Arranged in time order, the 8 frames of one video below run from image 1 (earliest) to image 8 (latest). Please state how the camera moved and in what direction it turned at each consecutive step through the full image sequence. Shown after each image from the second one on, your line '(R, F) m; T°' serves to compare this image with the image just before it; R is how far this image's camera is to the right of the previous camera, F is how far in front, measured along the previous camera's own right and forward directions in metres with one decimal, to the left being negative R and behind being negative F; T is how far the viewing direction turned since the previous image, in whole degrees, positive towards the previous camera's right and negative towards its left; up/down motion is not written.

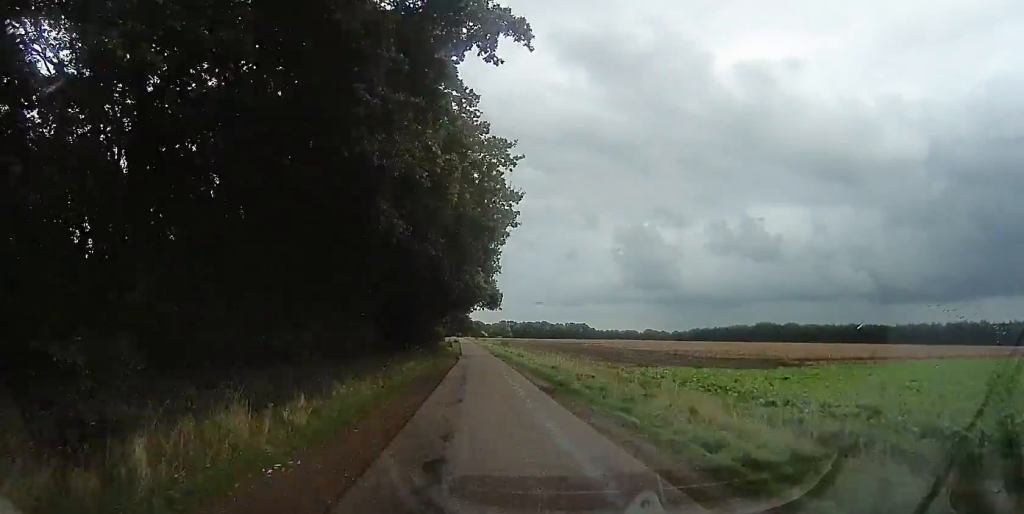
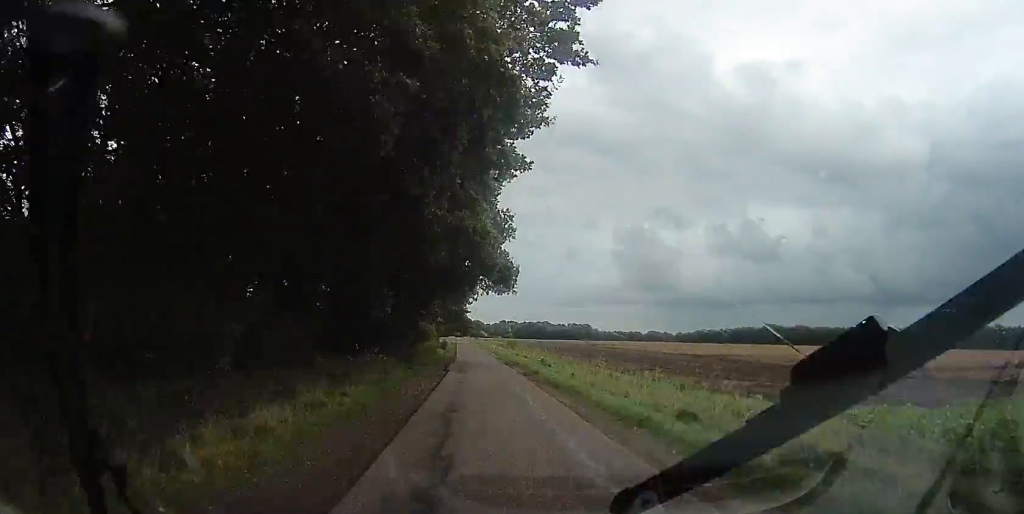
(+0.1, +18.4) m; +1°
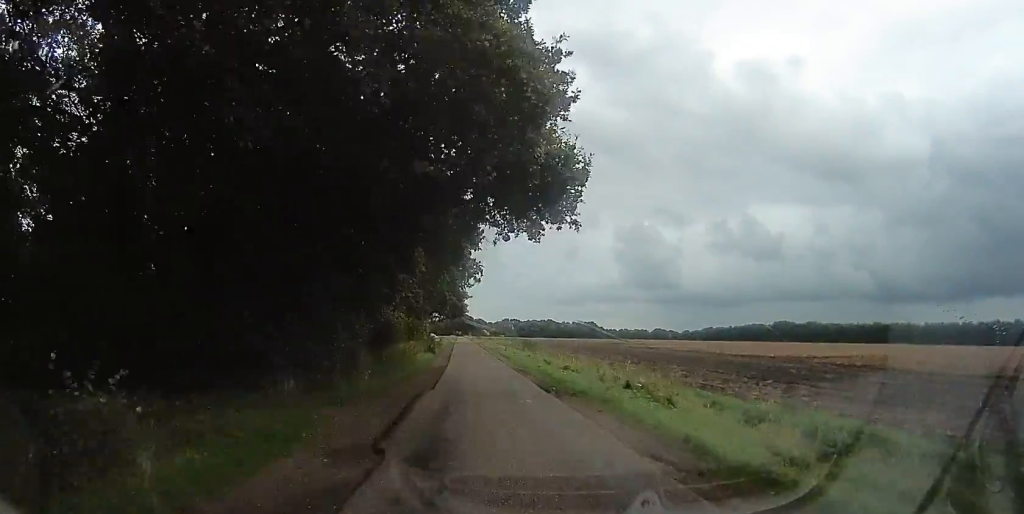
(+0.3, +19.5) m; +1°
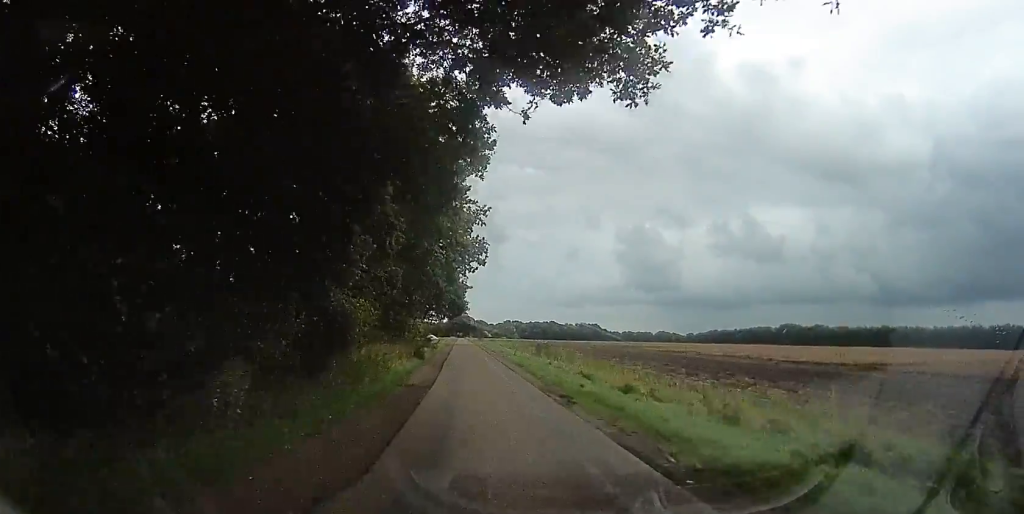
(0.0, +10.4) m; 0°
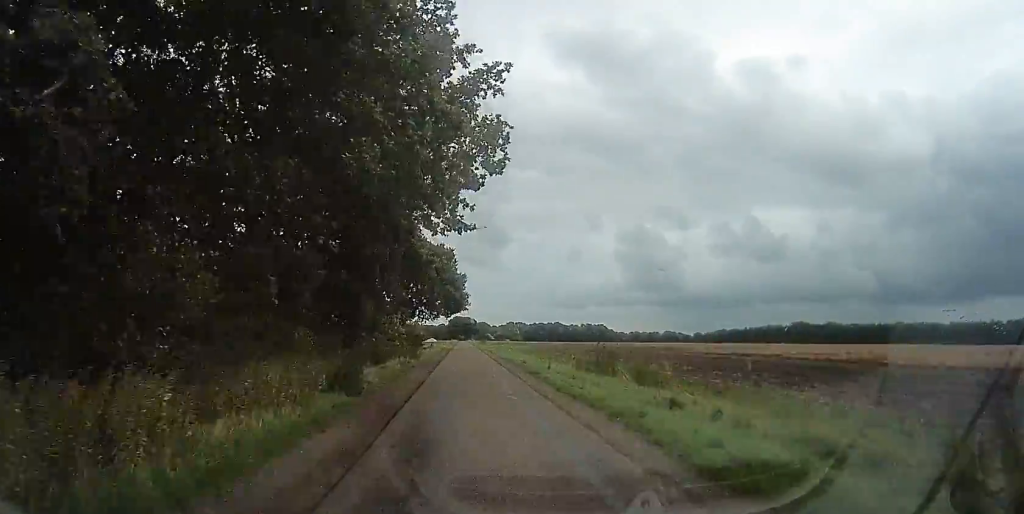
(0.0, +18.6) m; +3°
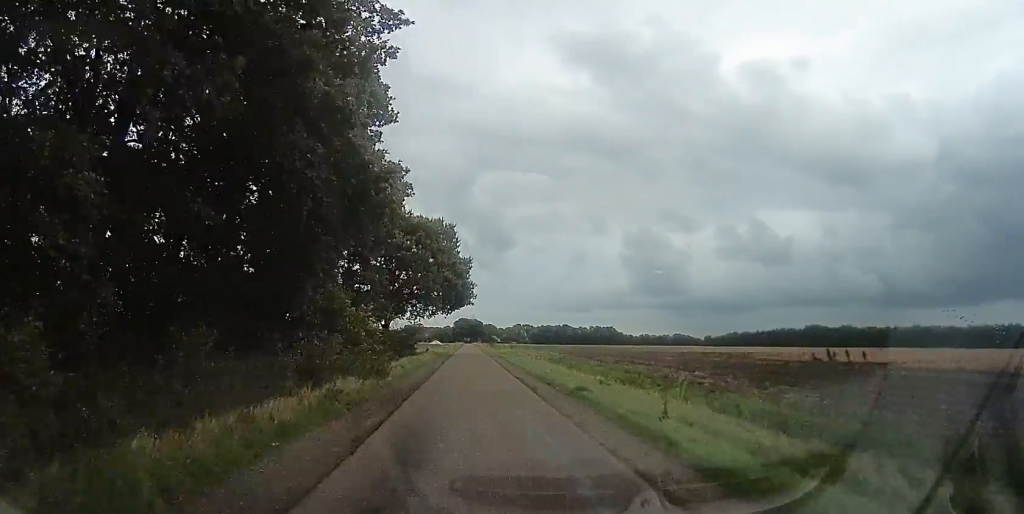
(+0.8, +14.7) m; 0°
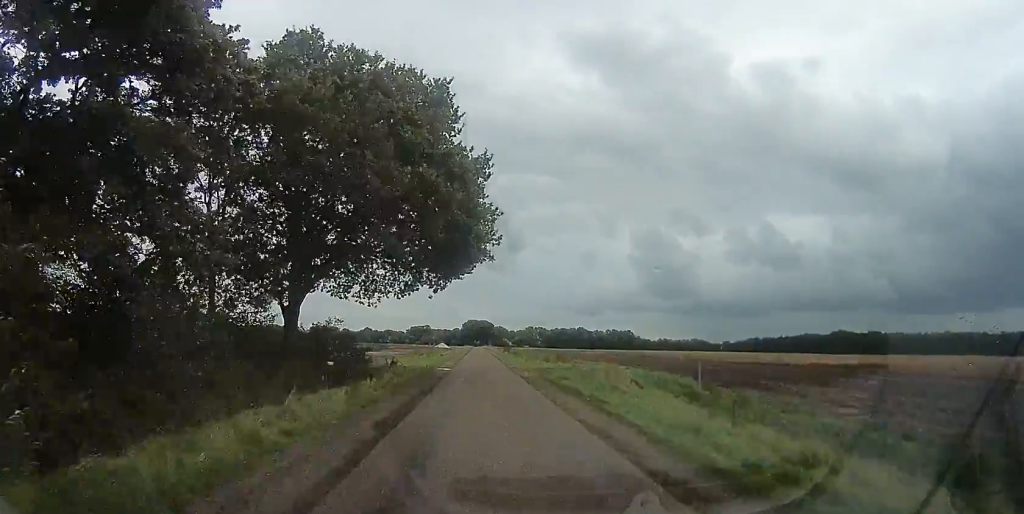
(-1.8, +29.2) m; -4°
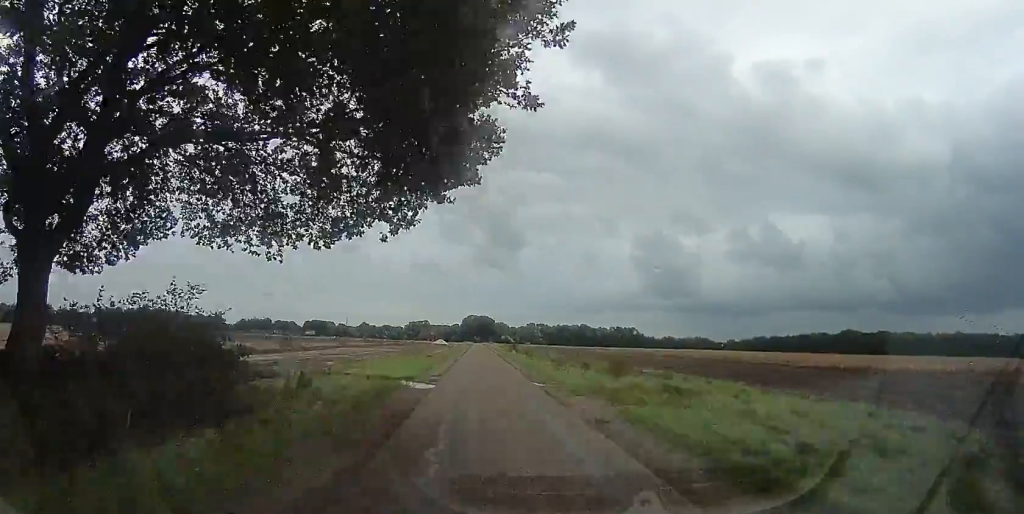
(-0.1, +14.3) m; +1°
